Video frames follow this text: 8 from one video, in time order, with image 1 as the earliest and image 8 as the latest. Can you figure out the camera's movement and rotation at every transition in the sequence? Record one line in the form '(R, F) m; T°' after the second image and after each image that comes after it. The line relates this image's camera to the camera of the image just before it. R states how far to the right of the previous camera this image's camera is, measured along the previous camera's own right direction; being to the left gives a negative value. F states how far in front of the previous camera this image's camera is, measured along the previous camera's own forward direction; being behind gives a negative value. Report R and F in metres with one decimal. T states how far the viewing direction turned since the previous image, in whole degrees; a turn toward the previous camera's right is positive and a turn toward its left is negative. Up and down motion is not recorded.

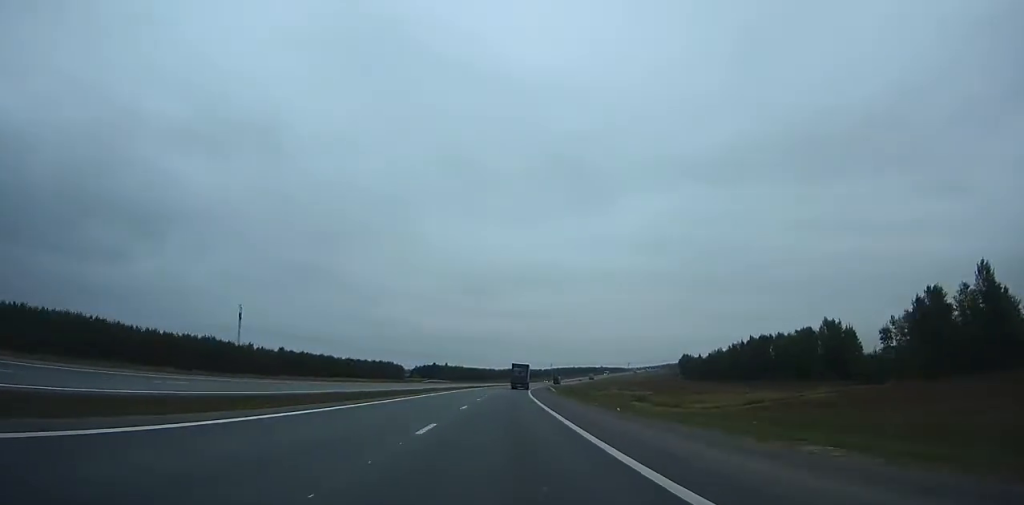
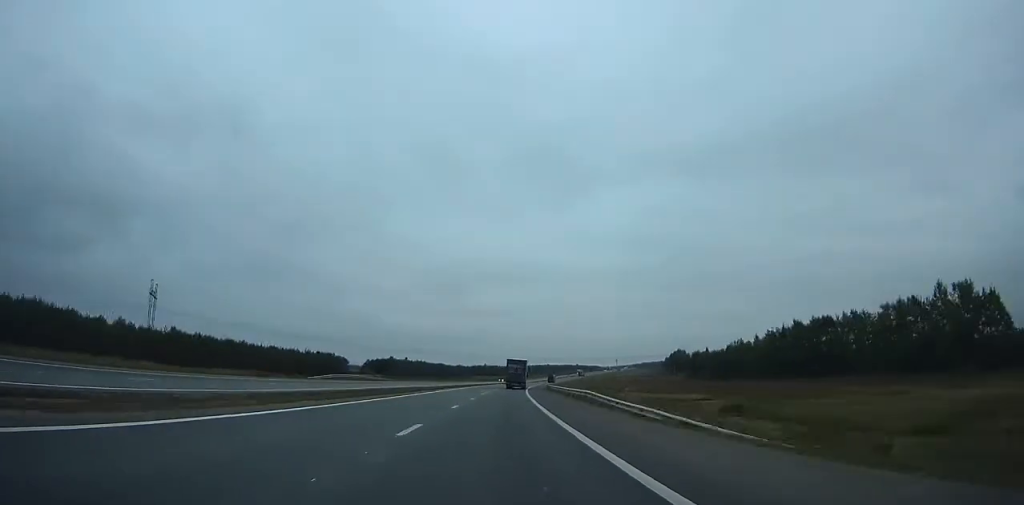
(+1.8, +61.3) m; +3°
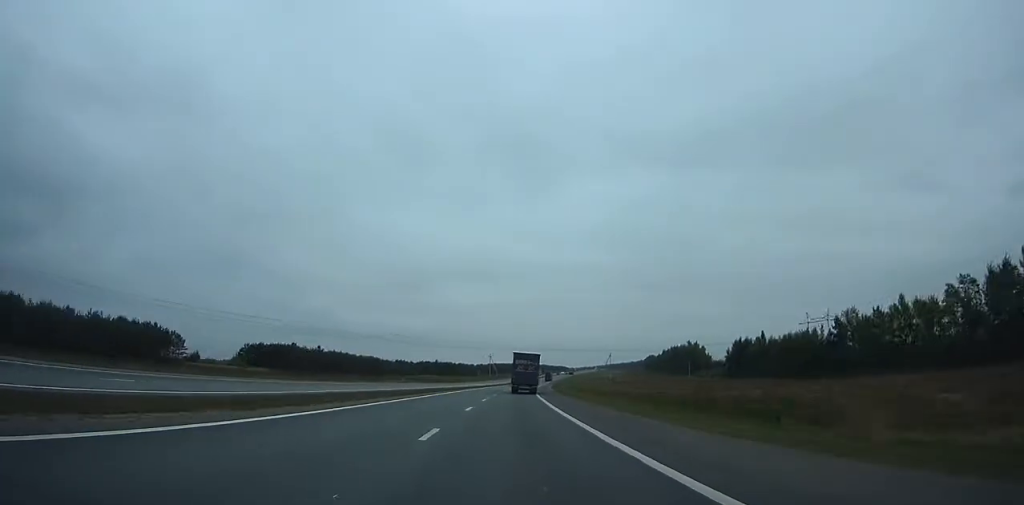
(+4.7, +111.1) m; +4°
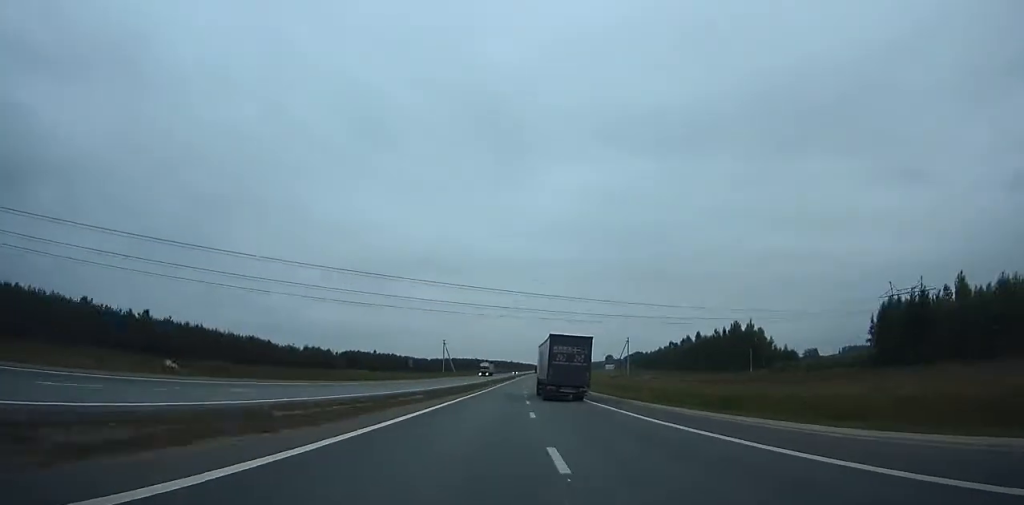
(+2.6, +111.7) m; +3°
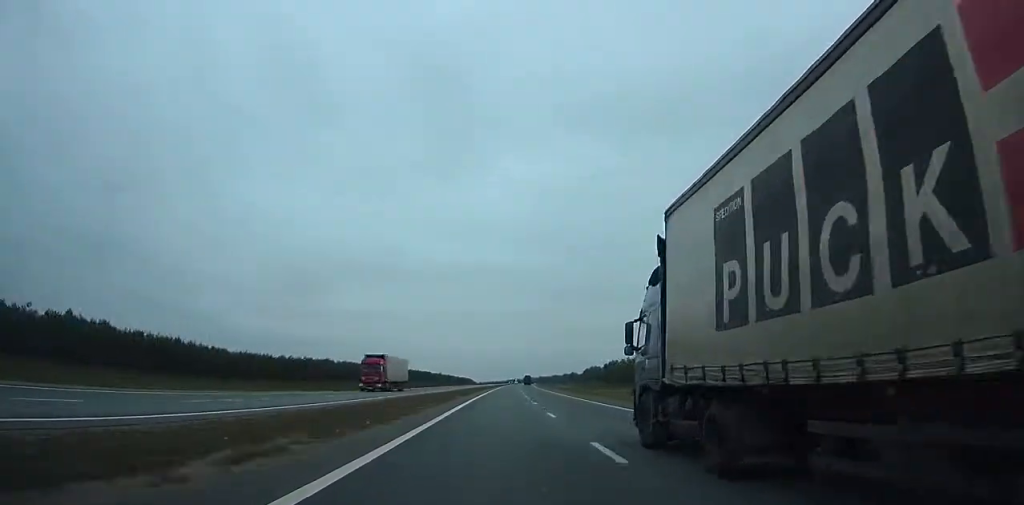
(+12.5, +204.8) m; +7°
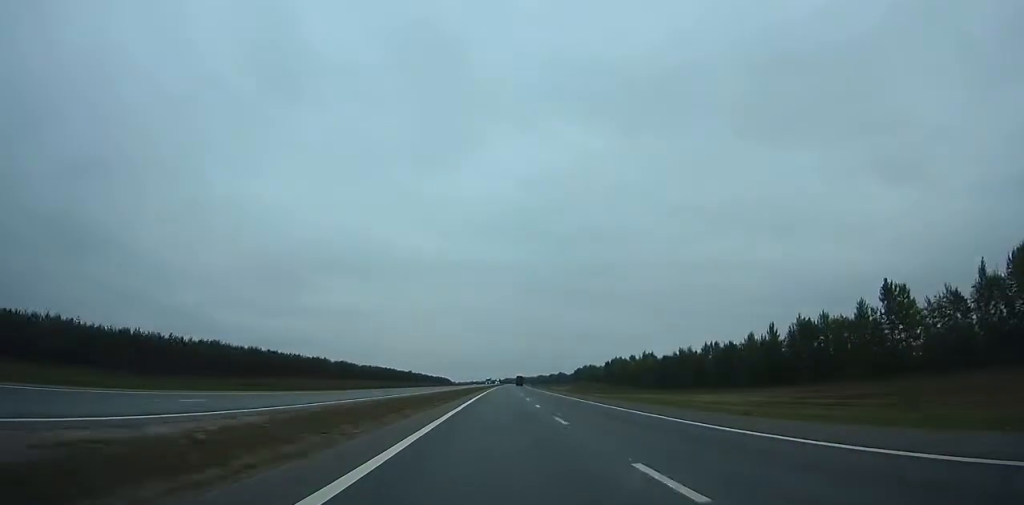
(+1.9, +87.4) m; +2°
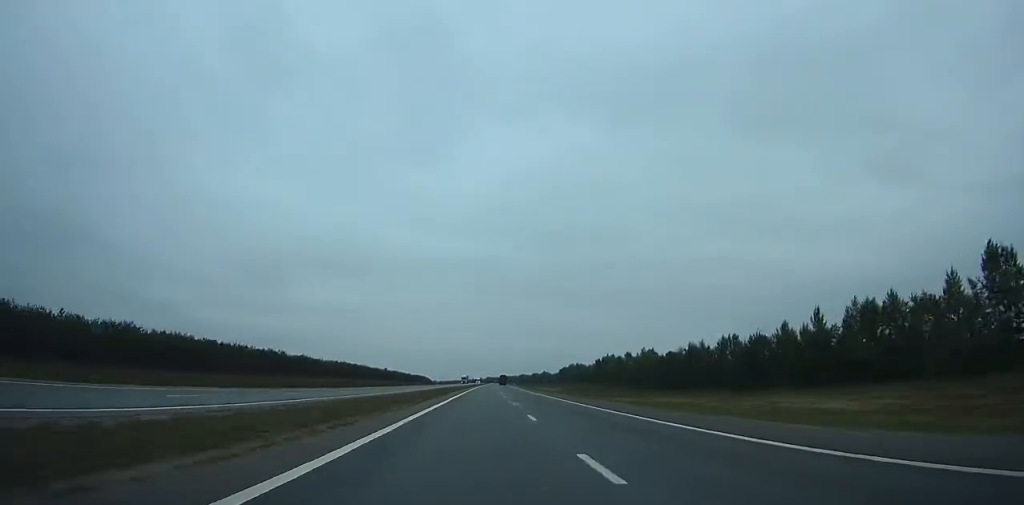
(+0.4, +34.9) m; +1°
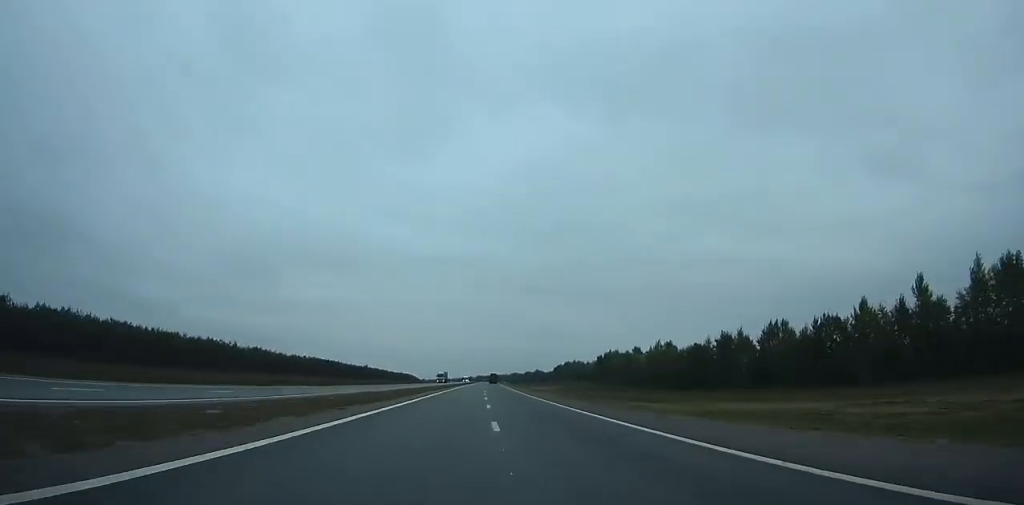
(+0.1, +40.8) m; +1°
